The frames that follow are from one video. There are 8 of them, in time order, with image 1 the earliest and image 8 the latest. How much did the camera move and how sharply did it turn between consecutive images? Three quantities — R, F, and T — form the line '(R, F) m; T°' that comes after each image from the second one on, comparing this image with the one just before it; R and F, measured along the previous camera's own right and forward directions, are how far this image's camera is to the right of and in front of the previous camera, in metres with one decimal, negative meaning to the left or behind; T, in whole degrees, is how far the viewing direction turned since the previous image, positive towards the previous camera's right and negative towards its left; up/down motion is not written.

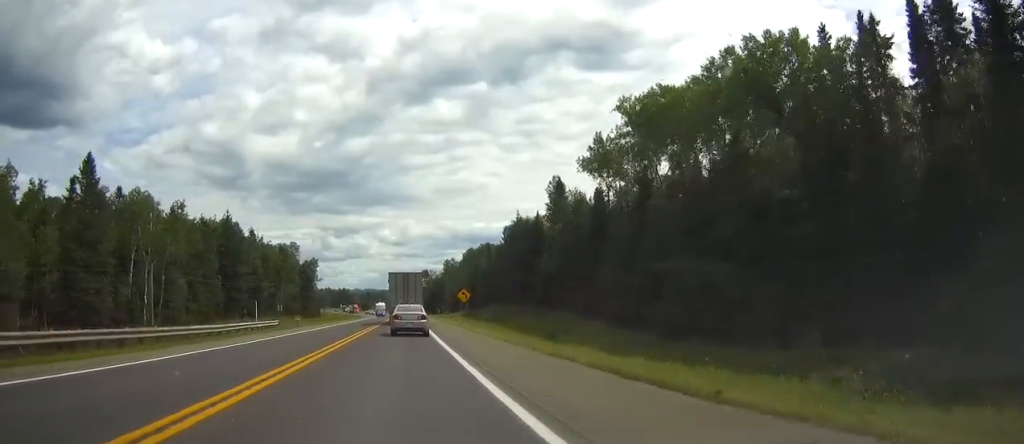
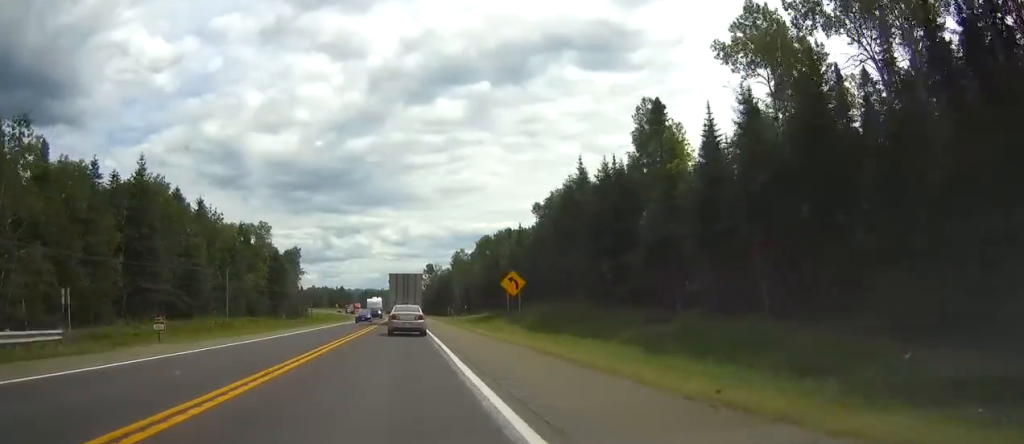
(+1.5, +37.2) m; +4°
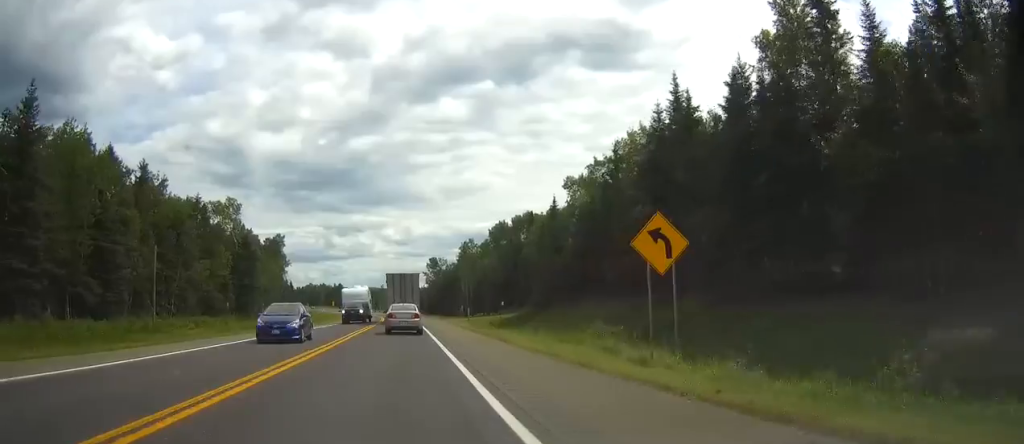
(0.0, +25.2) m; 0°
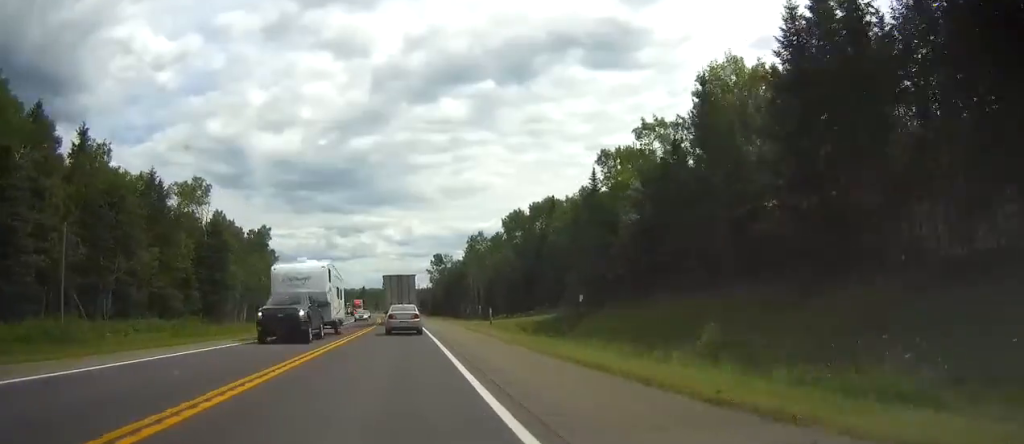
(0.0, +17.9) m; 0°
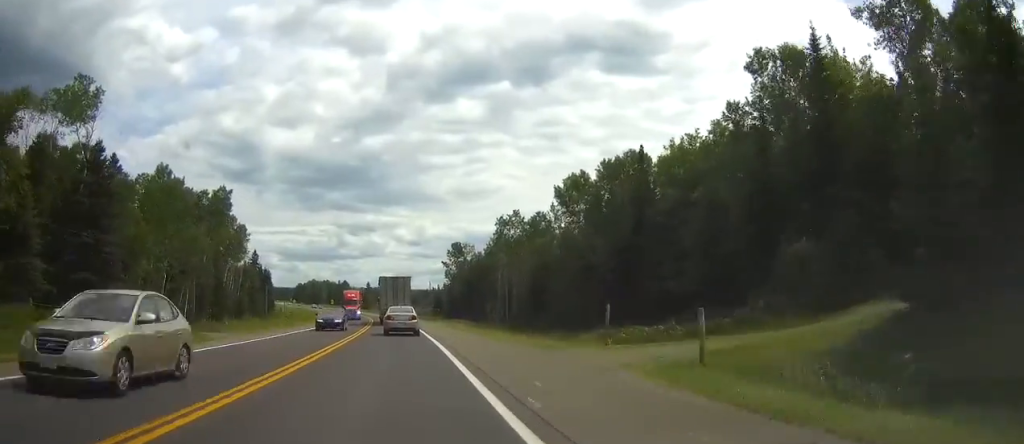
(-0.2, +38.5) m; -1°
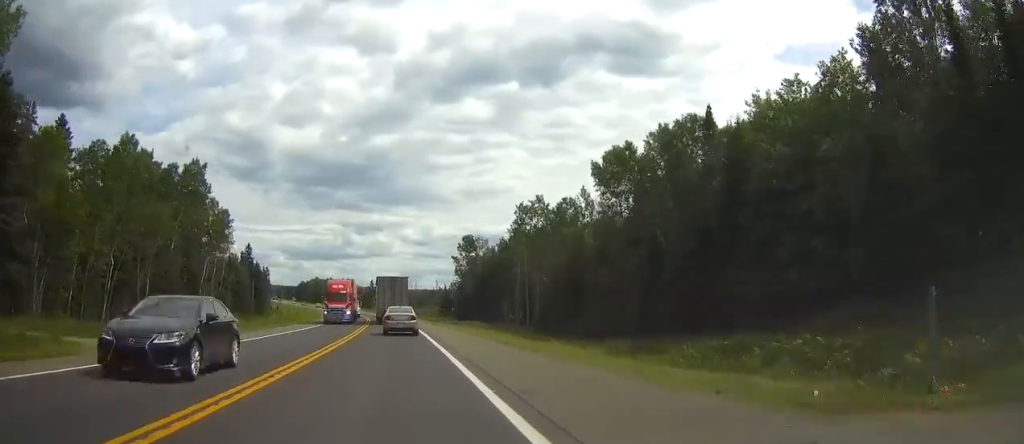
(-0.1, +16.2) m; 0°
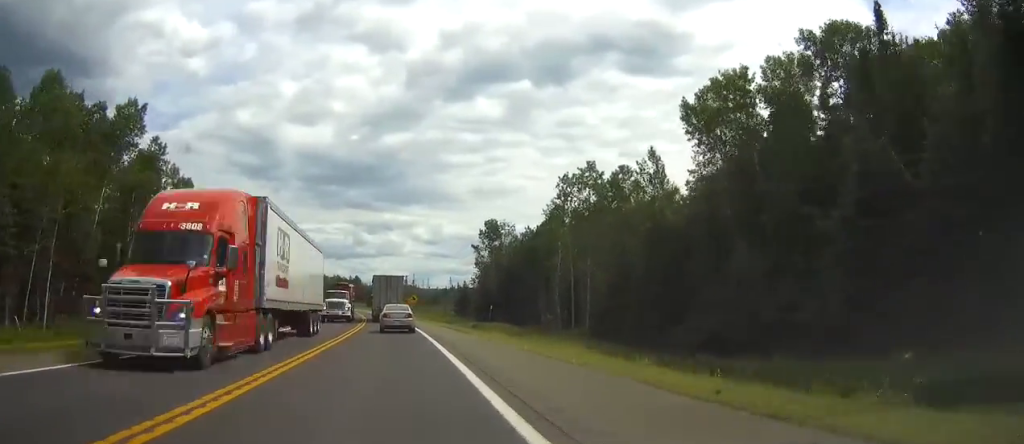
(0.0, +24.3) m; -1°
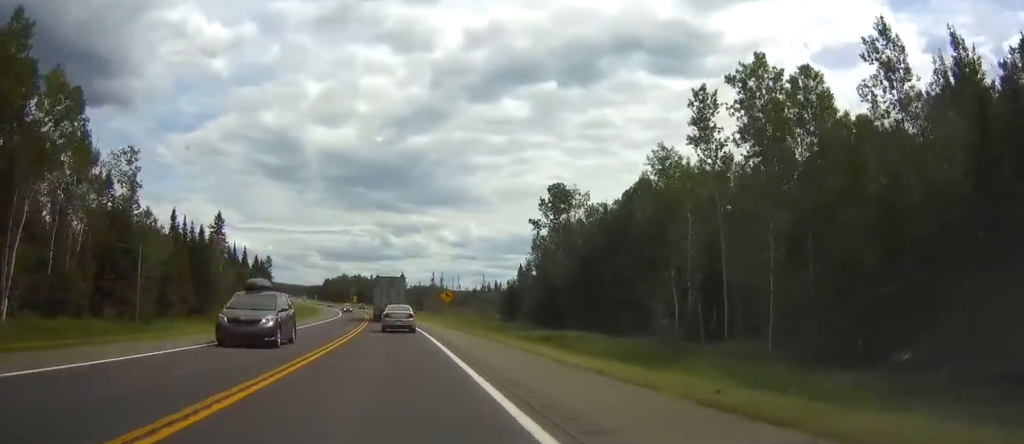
(-0.6, +37.8) m; -2°
